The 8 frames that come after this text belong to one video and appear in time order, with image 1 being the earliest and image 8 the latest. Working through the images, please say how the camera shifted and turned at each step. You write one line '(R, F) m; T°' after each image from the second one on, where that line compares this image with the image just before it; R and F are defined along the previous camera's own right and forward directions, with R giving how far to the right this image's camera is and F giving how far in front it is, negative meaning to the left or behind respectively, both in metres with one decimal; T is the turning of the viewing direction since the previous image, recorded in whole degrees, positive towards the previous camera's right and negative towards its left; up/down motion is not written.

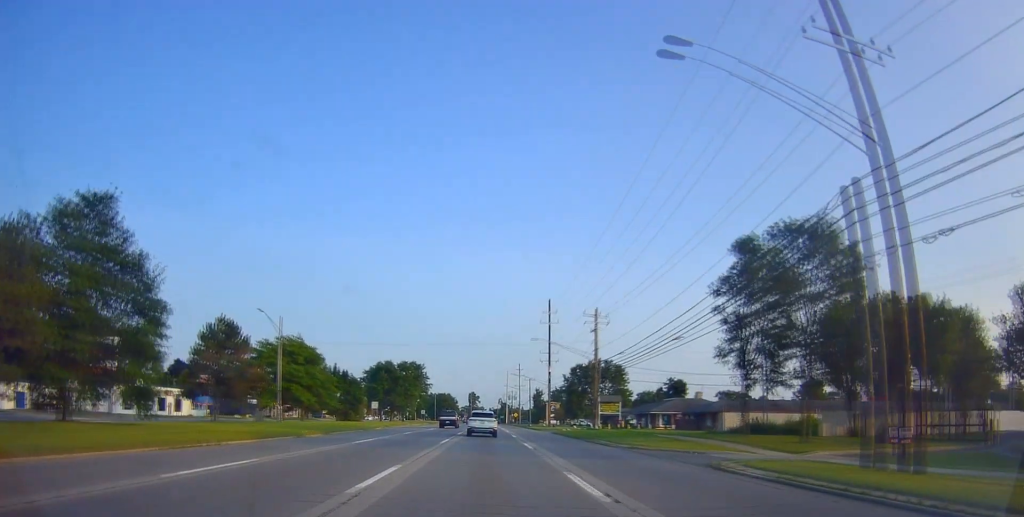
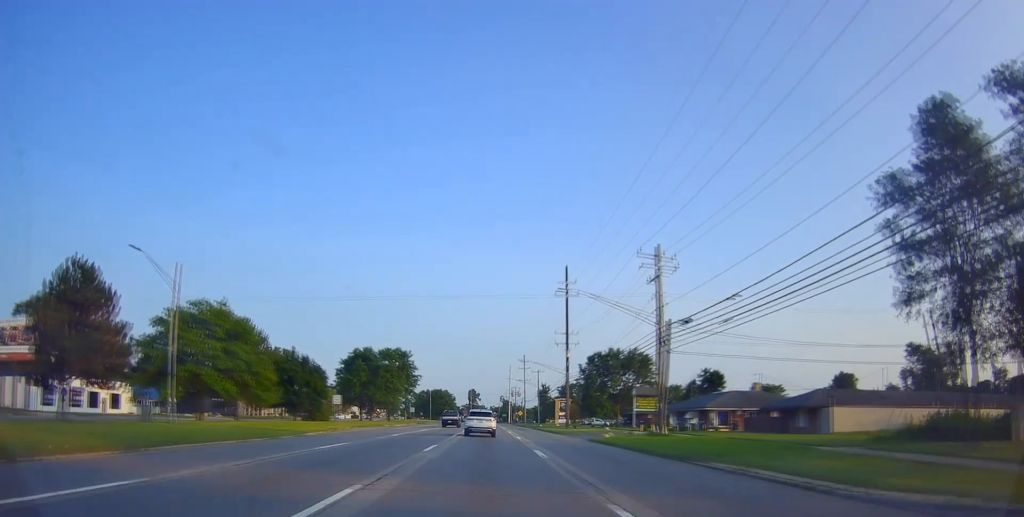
(+0.3, +20.8) m; 0°
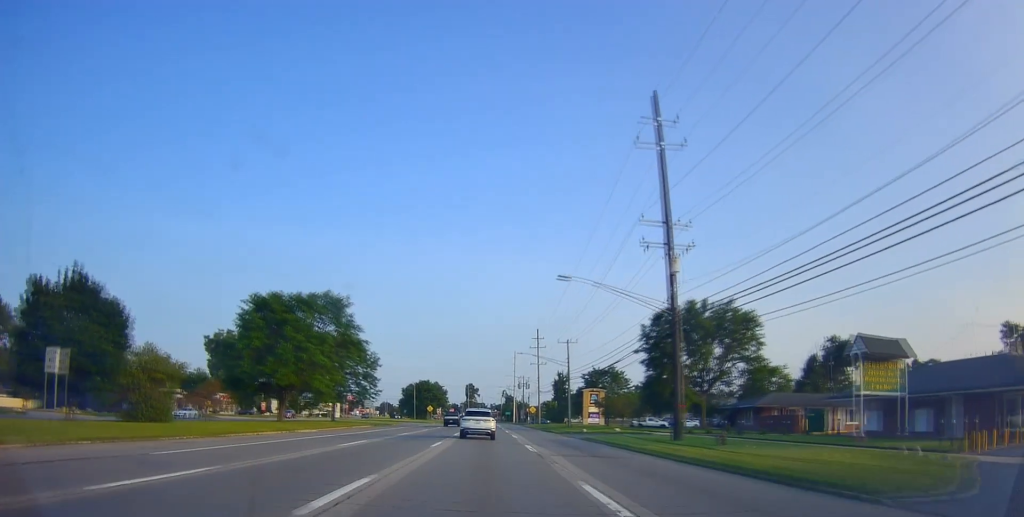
(-0.2, +43.1) m; -1°
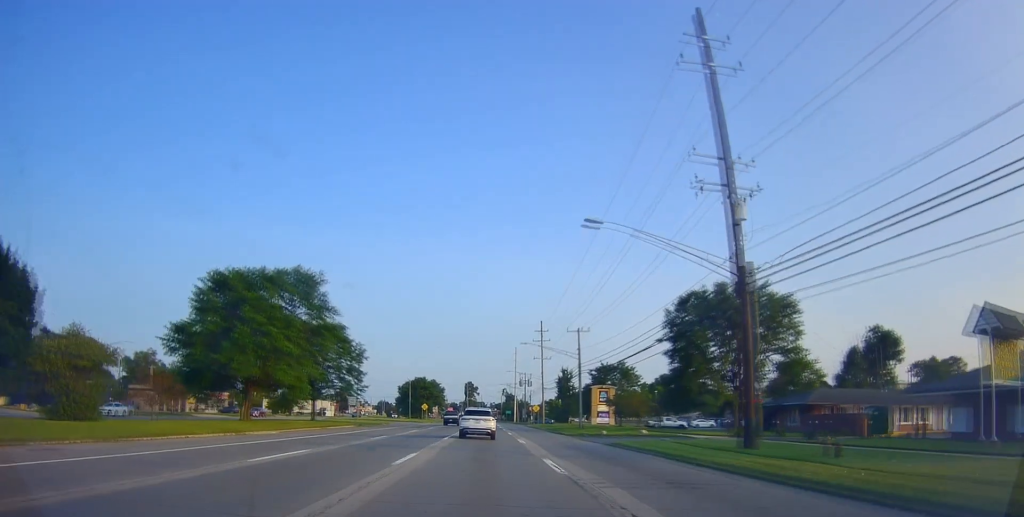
(0.0, +9.0) m; 0°
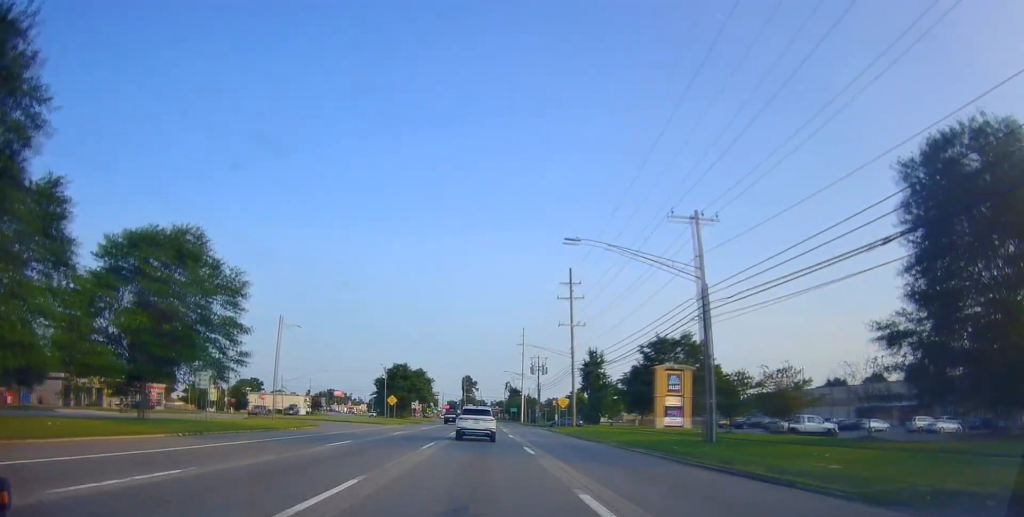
(+0.1, +37.5) m; +2°
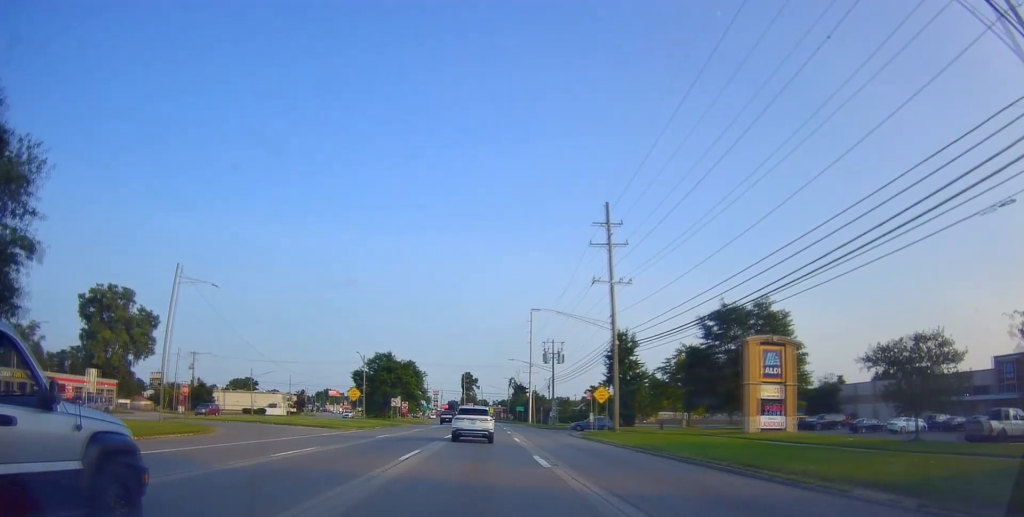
(0.0, +21.5) m; 0°
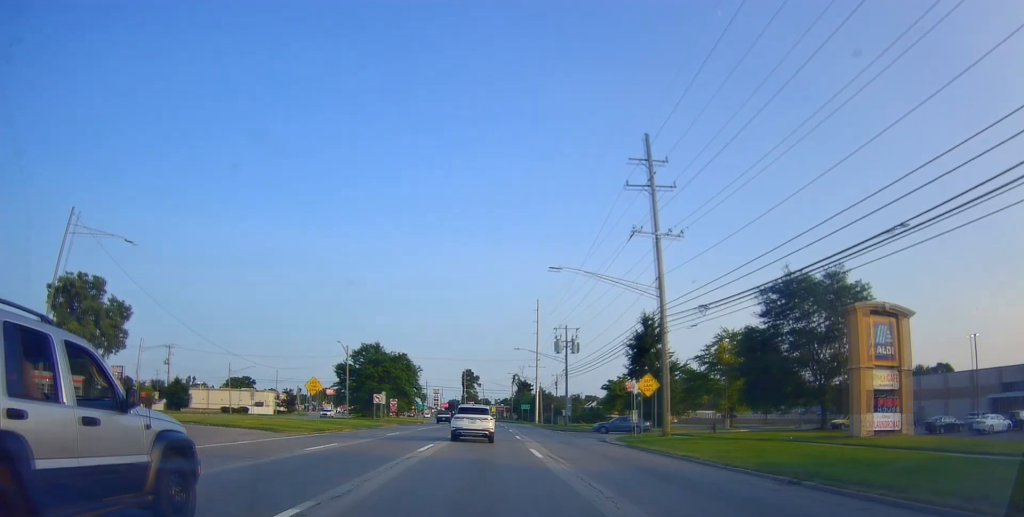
(0.0, +12.5) m; -2°
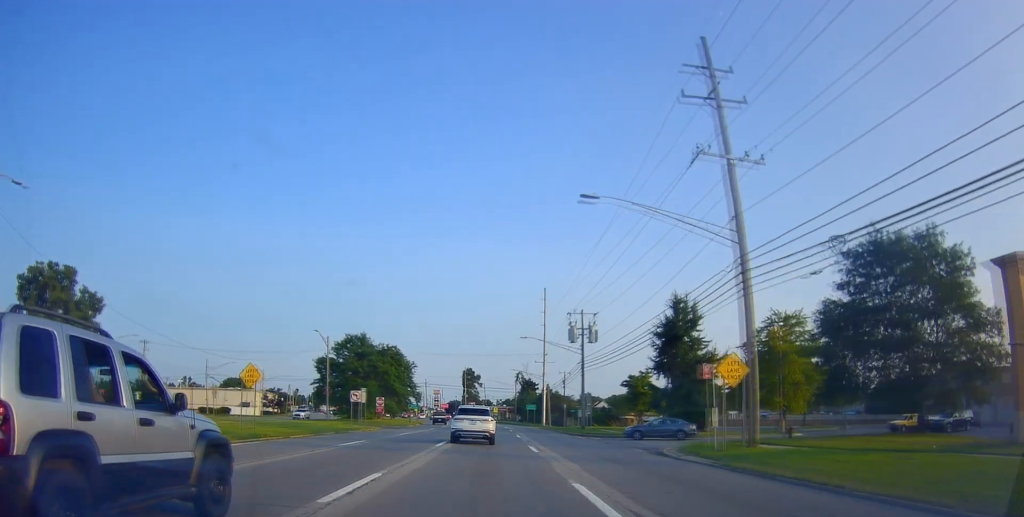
(-0.1, +11.2) m; -1°
